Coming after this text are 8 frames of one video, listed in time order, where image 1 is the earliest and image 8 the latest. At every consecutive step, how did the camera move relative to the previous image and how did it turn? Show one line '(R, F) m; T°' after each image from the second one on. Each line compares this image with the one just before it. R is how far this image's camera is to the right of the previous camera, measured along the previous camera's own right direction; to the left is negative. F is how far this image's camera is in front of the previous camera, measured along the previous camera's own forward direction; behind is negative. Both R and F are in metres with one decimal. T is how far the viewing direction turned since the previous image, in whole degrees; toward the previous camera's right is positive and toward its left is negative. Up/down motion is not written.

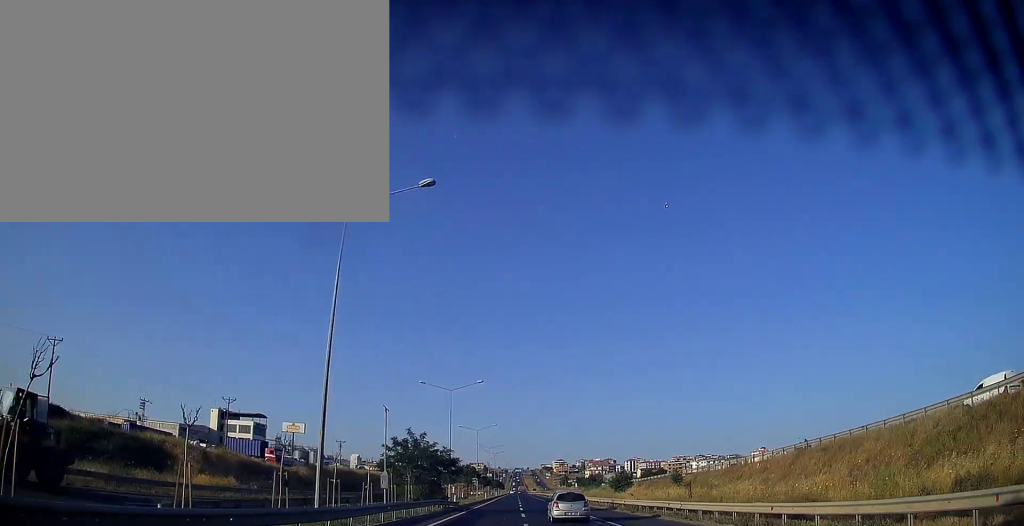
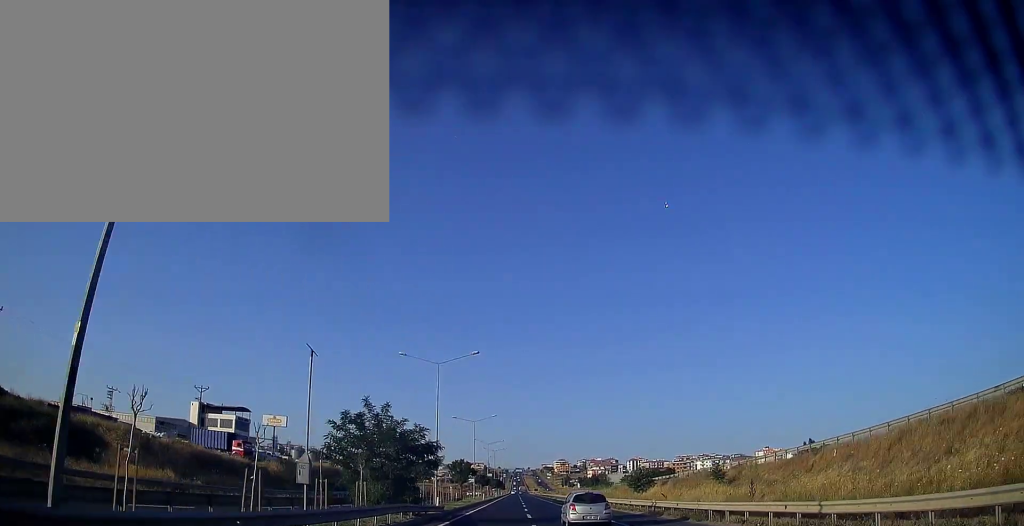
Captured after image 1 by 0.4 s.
(-0.1, +11.6) m; 0°
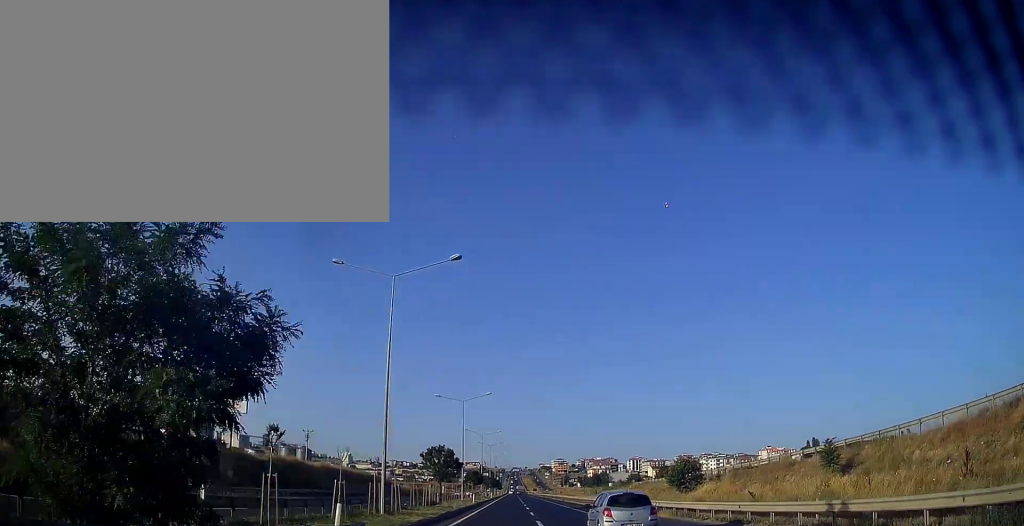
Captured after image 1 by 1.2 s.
(-0.1, +20.5) m; 0°
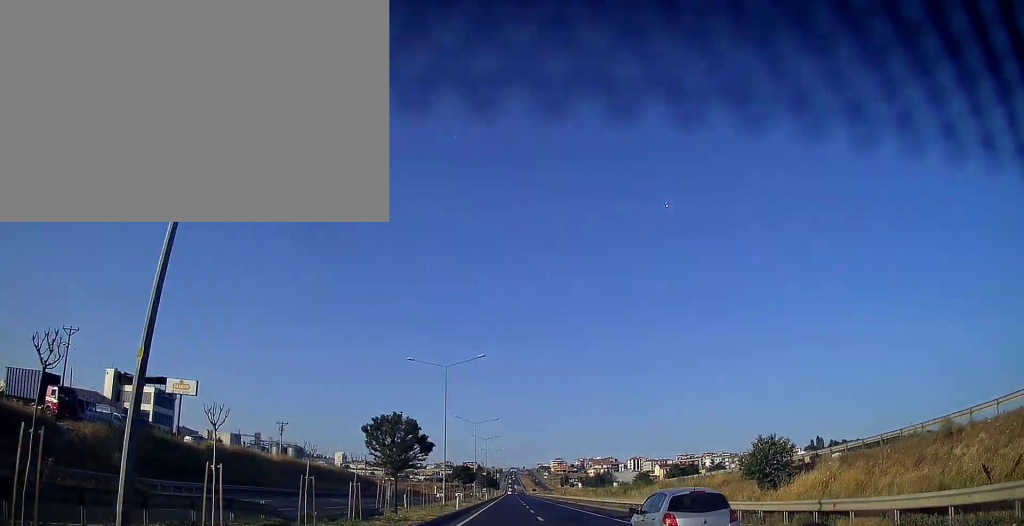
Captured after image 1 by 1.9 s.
(-0.1, +18.7) m; 0°
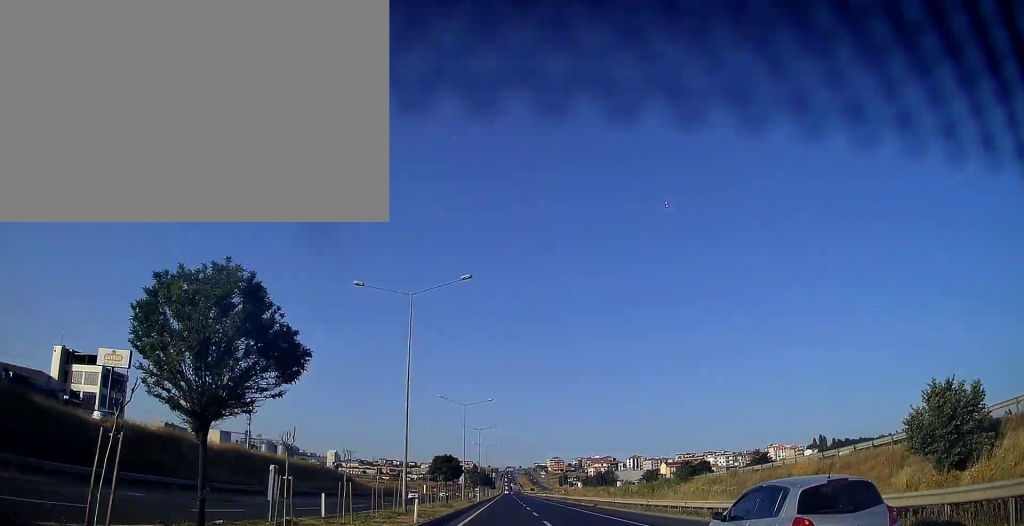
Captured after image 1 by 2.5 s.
(+0.1, +16.9) m; +1°
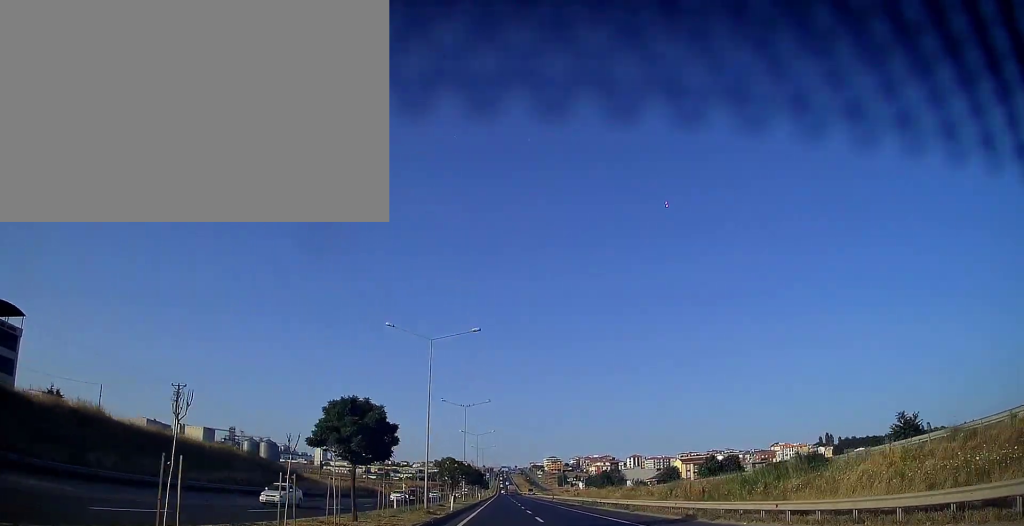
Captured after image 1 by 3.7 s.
(+0.3, +30.3) m; +1°
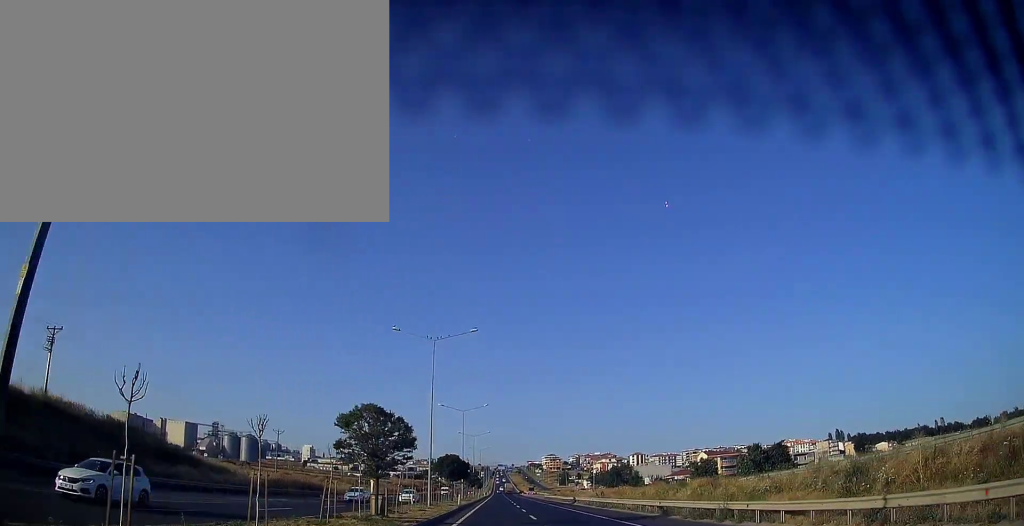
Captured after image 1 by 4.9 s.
(-0.1, +34.0) m; 0°
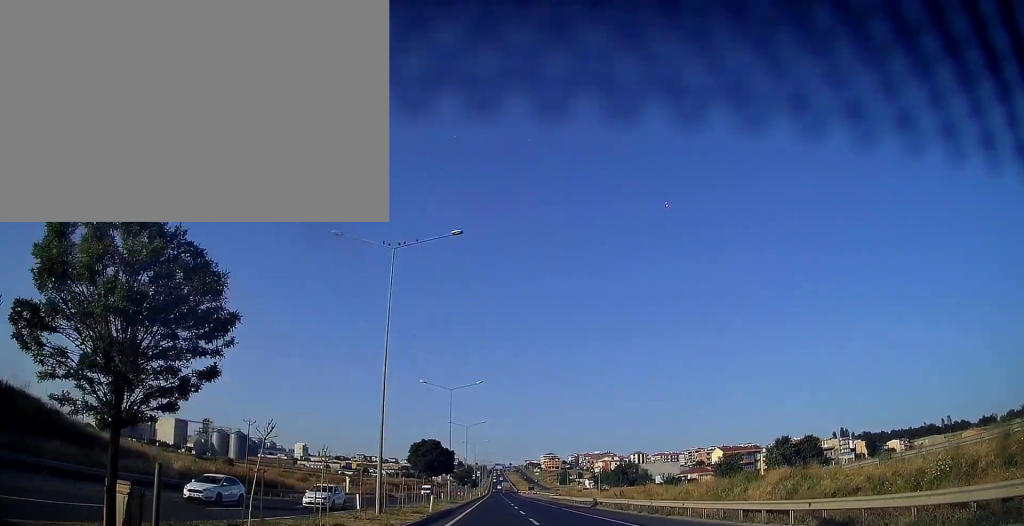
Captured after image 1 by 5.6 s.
(+0.1, +18.0) m; 0°
